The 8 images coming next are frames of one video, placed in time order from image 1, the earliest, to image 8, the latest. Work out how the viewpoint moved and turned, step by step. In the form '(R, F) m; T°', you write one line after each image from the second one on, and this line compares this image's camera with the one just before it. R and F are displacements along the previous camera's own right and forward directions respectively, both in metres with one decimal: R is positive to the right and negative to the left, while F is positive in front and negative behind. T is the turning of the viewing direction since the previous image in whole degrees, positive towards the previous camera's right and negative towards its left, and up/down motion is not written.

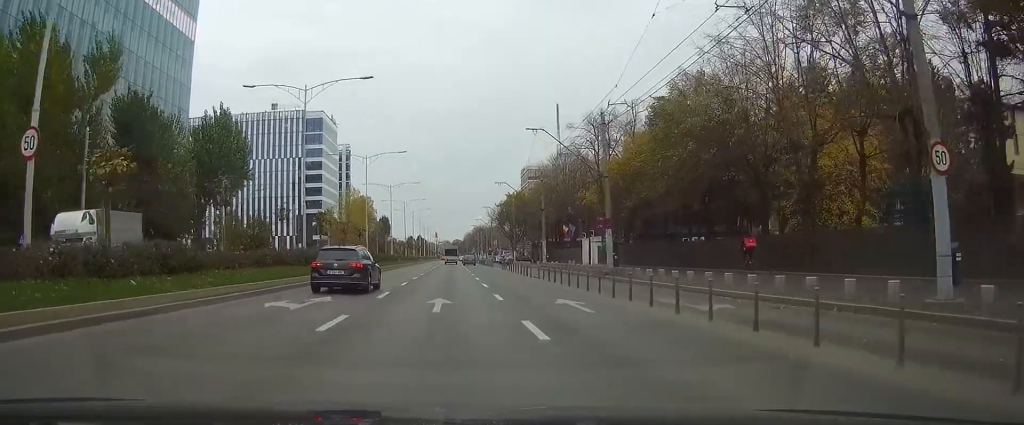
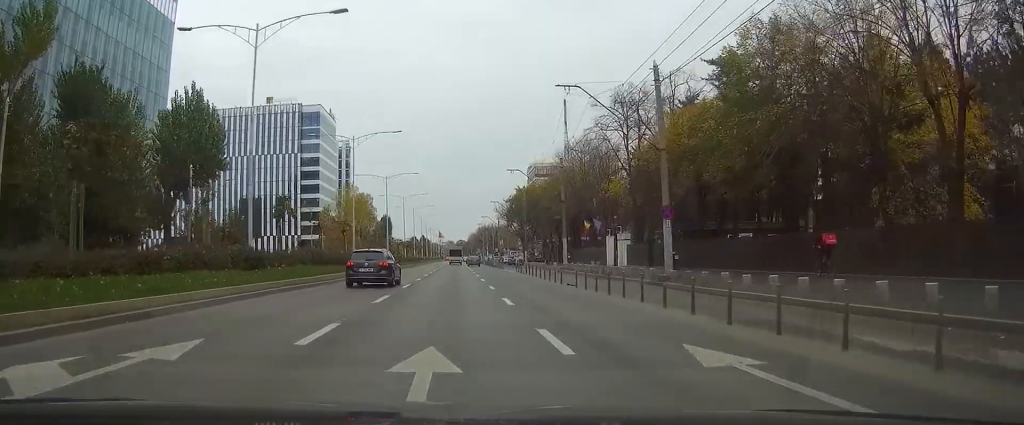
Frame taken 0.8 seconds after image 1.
(0.0, +10.6) m; 0°
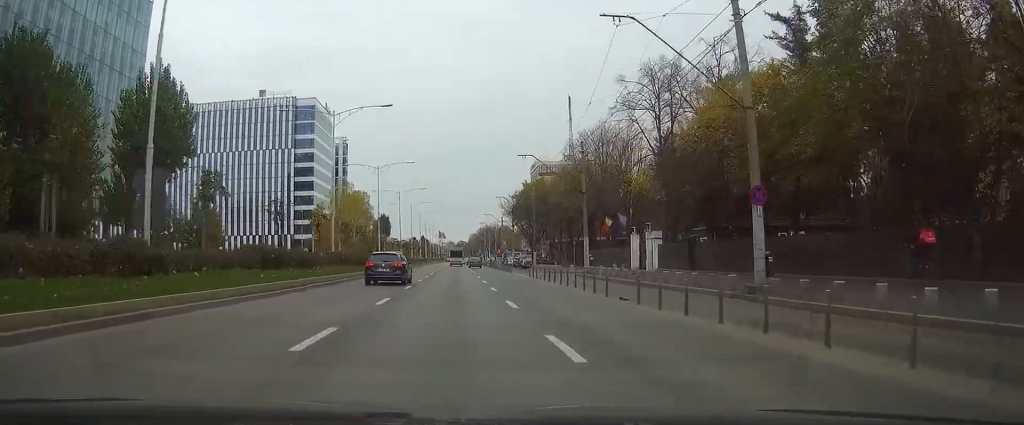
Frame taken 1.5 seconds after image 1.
(0.0, +9.3) m; 0°
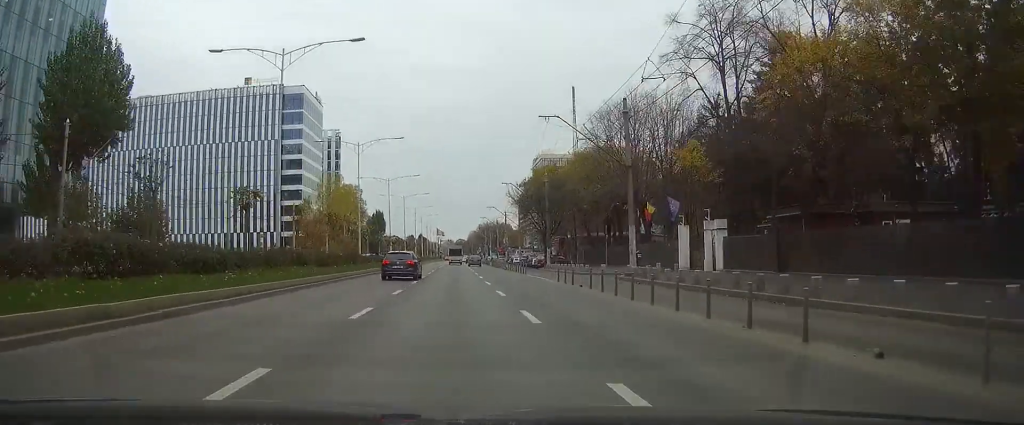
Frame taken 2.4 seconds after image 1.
(+0.1, +13.2) m; -1°
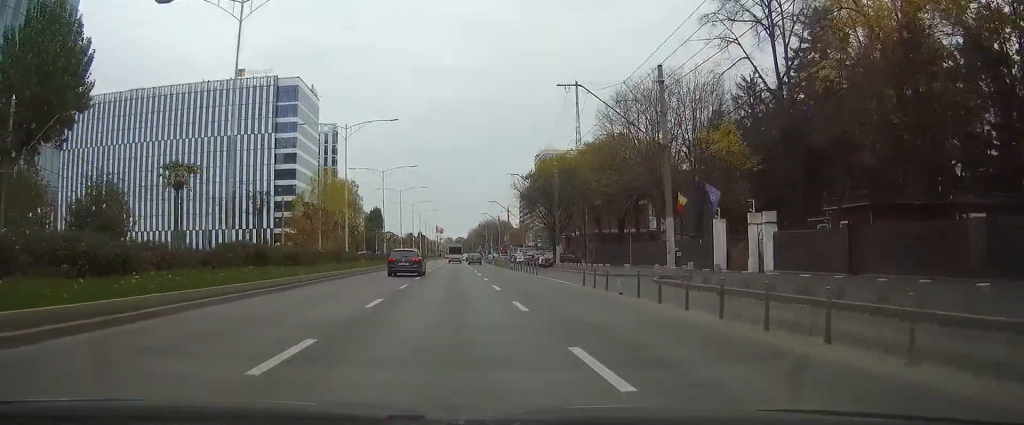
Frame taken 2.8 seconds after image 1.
(-0.1, +6.6) m; 0°
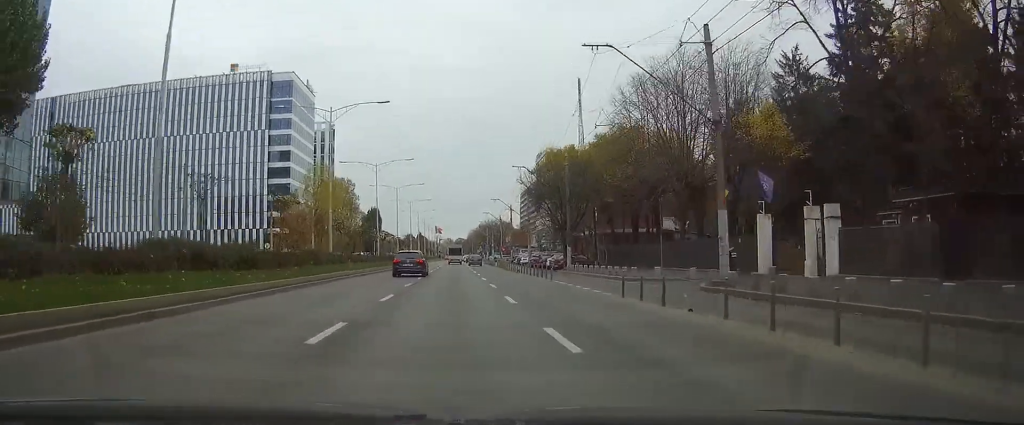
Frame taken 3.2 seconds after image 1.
(-0.1, +6.1) m; 0°
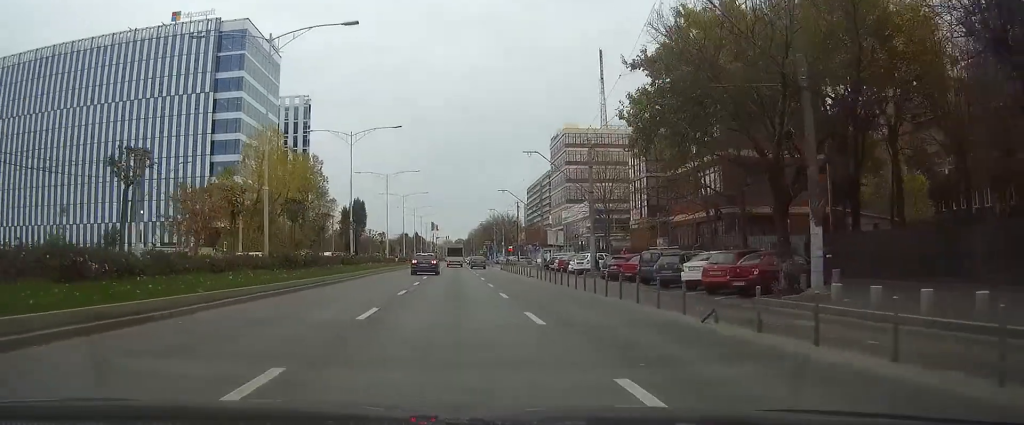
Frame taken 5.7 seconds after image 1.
(+0.4, +40.5) m; +1°
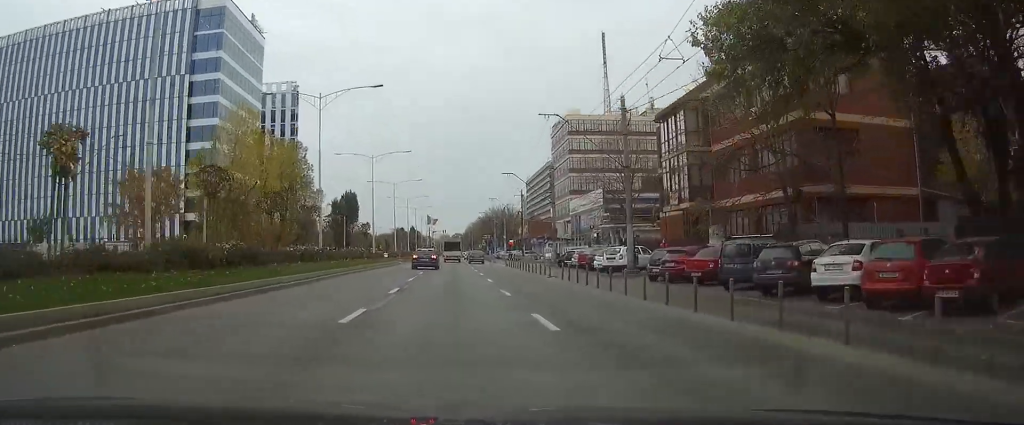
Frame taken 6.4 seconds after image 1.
(0.0, +10.8) m; 0°
